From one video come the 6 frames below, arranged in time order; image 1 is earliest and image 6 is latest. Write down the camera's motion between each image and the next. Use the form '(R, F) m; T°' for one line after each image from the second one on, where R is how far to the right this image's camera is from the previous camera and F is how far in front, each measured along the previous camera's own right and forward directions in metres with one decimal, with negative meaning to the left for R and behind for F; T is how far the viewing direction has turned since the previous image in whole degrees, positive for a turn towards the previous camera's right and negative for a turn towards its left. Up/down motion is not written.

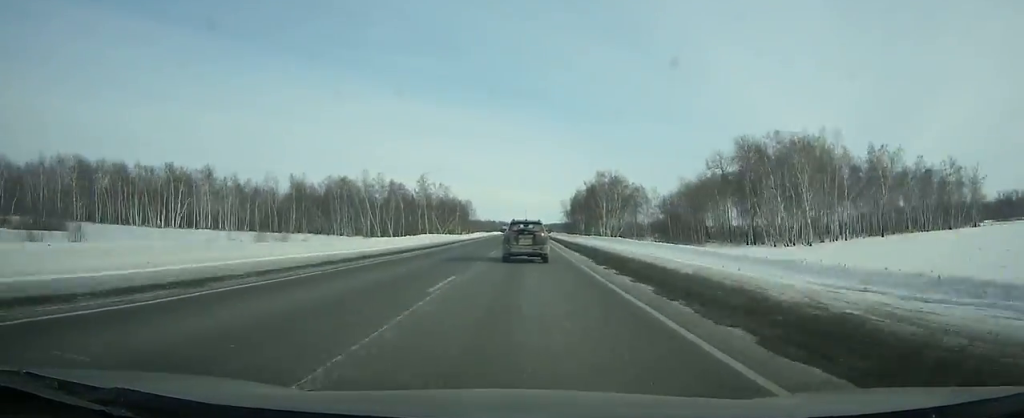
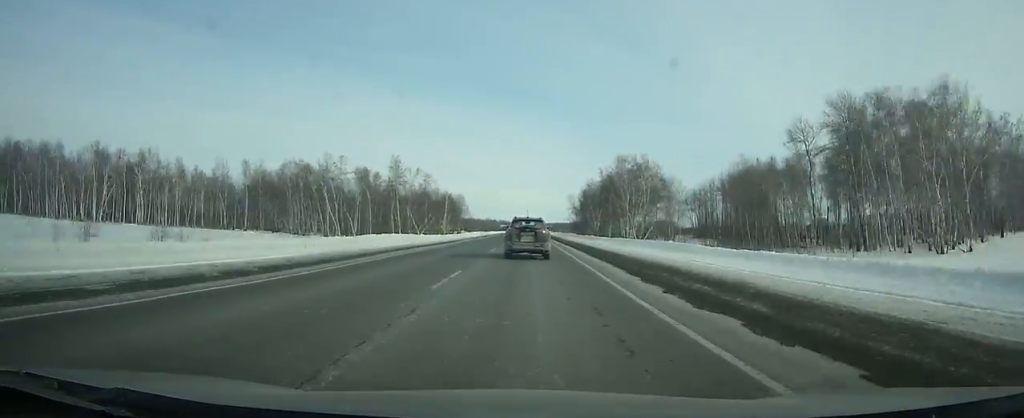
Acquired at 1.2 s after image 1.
(+0.1, +31.5) m; 0°
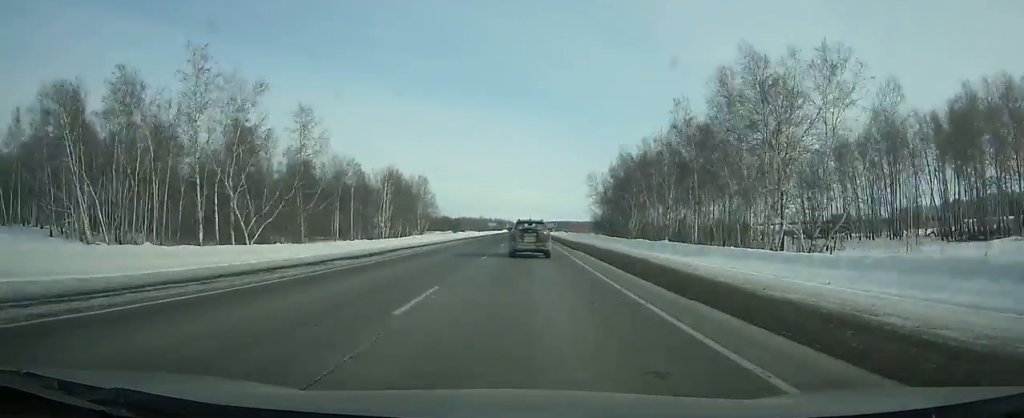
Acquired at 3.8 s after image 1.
(-0.2, +67.9) m; 0°
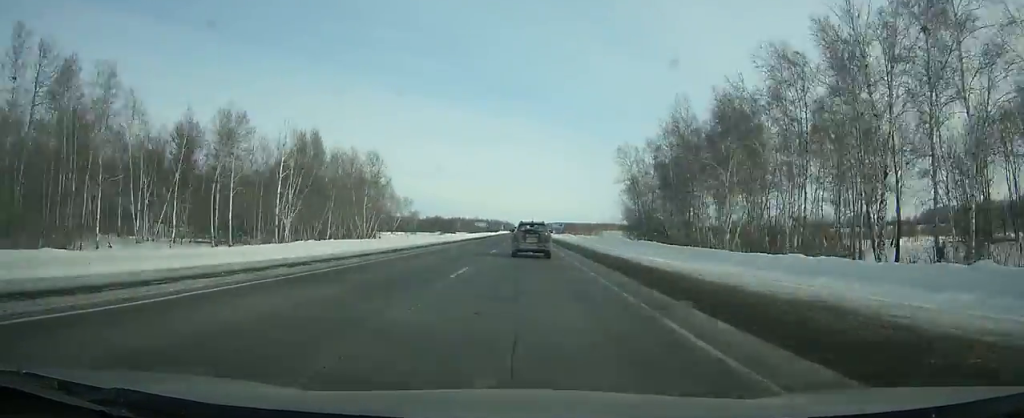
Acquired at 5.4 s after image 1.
(+0.1, +41.7) m; 0°
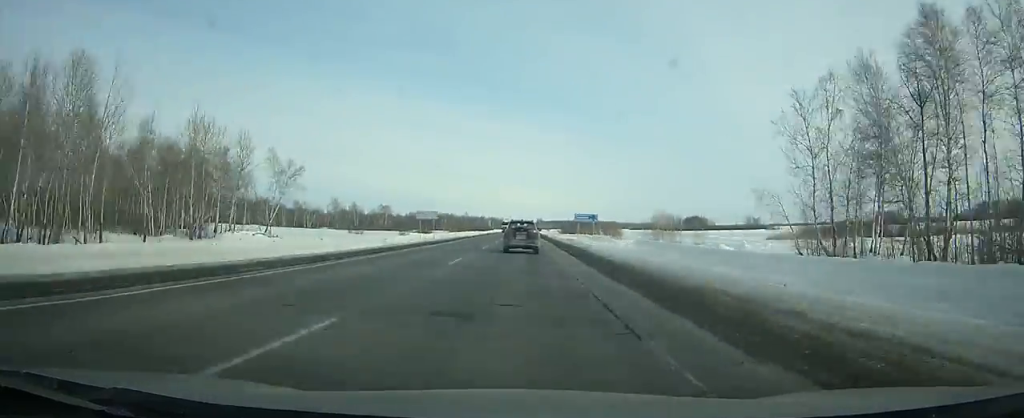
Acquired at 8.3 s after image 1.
(+0.3, +75.5) m; 0°
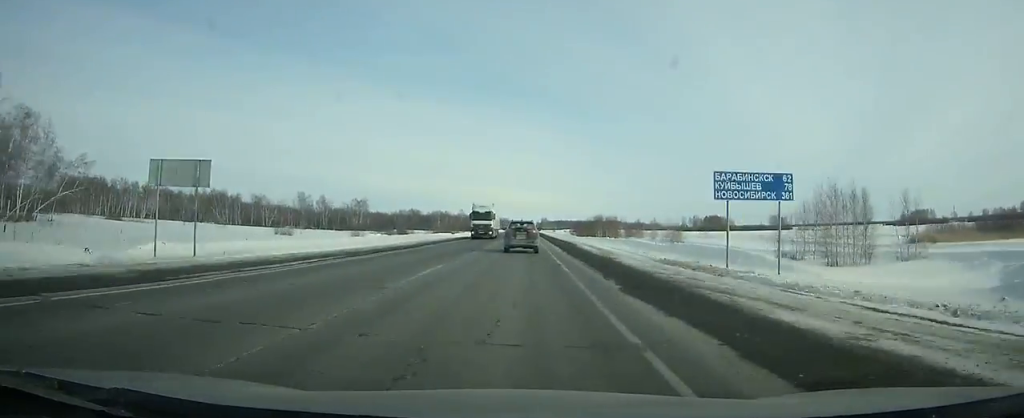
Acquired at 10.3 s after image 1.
(+0.1, +51.9) m; 0°
